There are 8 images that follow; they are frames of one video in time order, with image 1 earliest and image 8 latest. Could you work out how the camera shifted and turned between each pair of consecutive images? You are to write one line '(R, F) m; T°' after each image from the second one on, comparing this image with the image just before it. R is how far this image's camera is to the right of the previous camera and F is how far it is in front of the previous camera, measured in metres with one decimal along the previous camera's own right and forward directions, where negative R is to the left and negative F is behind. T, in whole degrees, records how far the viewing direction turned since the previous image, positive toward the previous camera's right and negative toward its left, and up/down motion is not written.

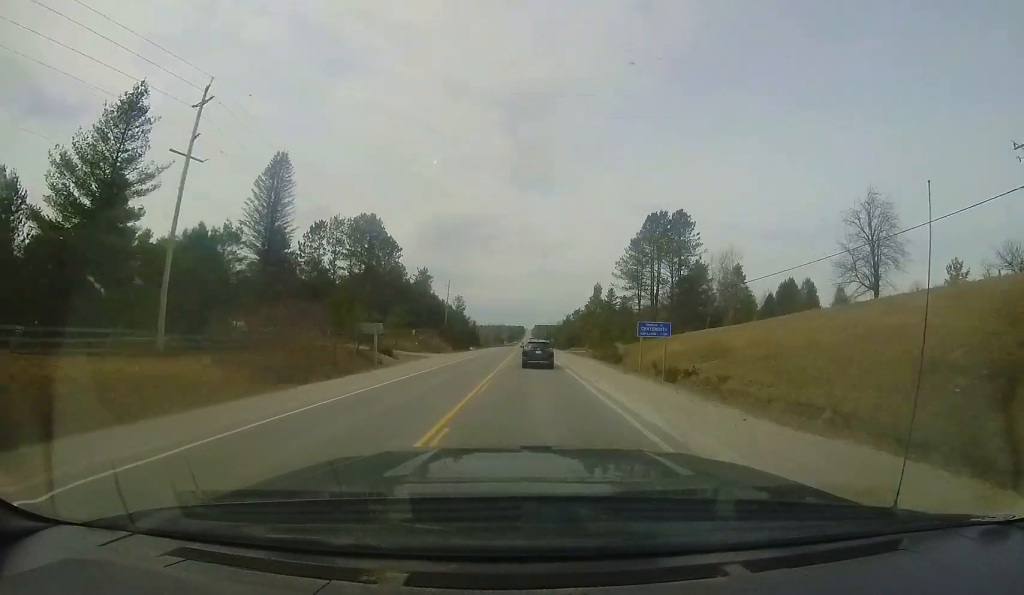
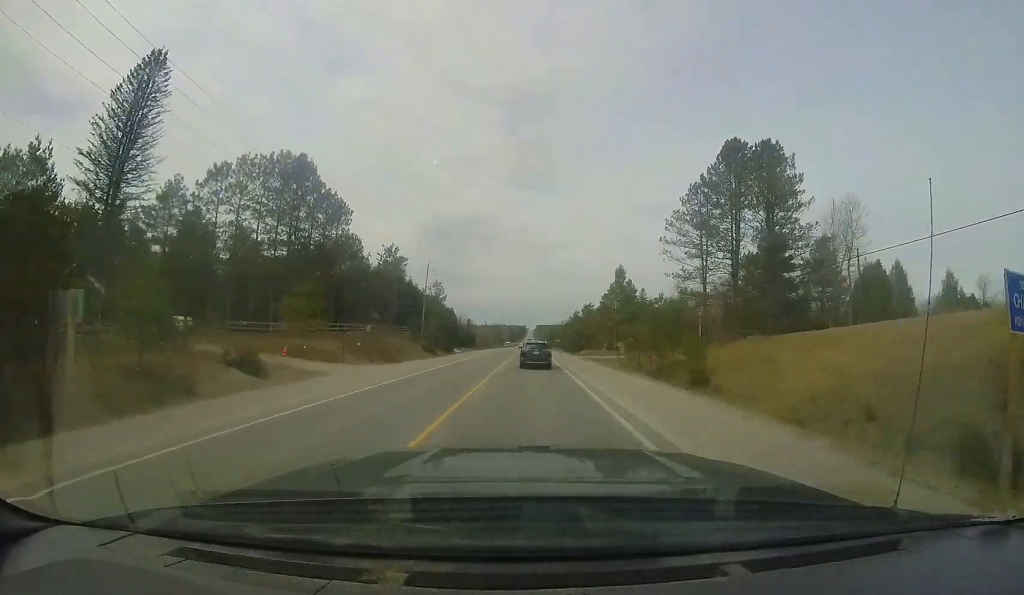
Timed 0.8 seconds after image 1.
(0.0, +19.8) m; 0°
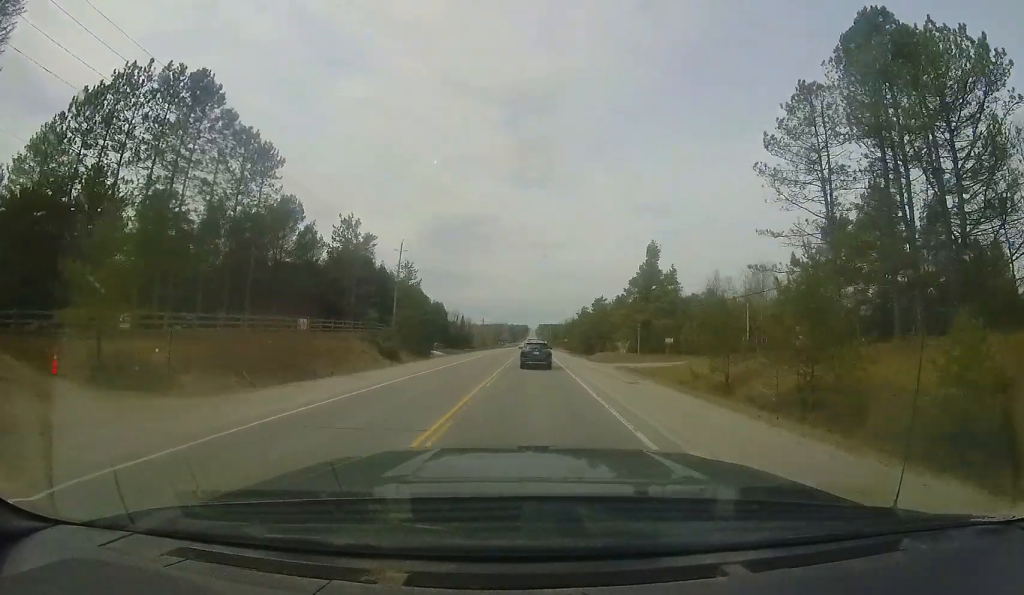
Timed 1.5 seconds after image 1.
(-0.1, +15.1) m; -1°
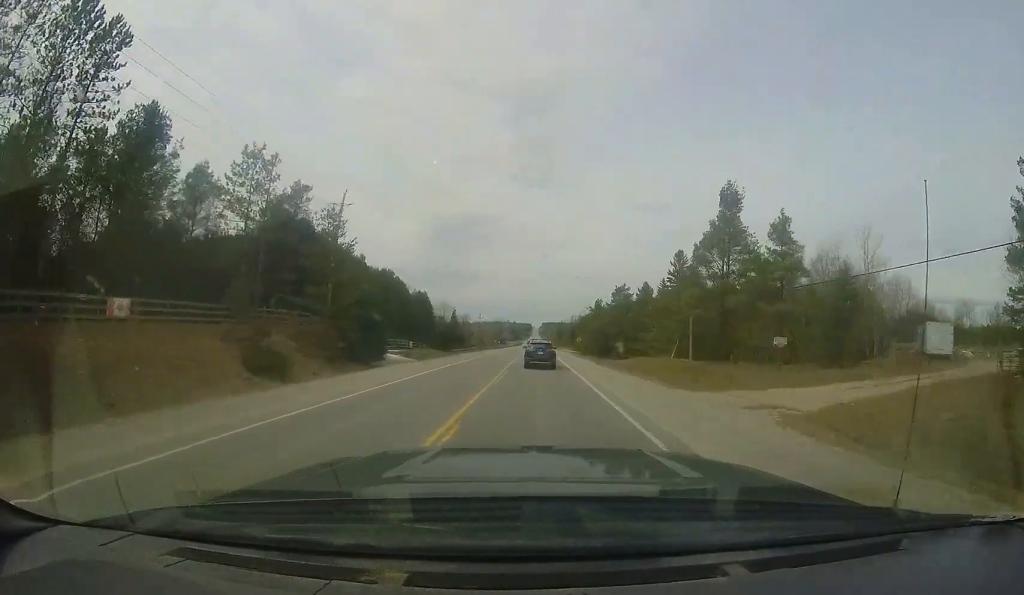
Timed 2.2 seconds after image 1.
(-0.1, +18.3) m; 0°
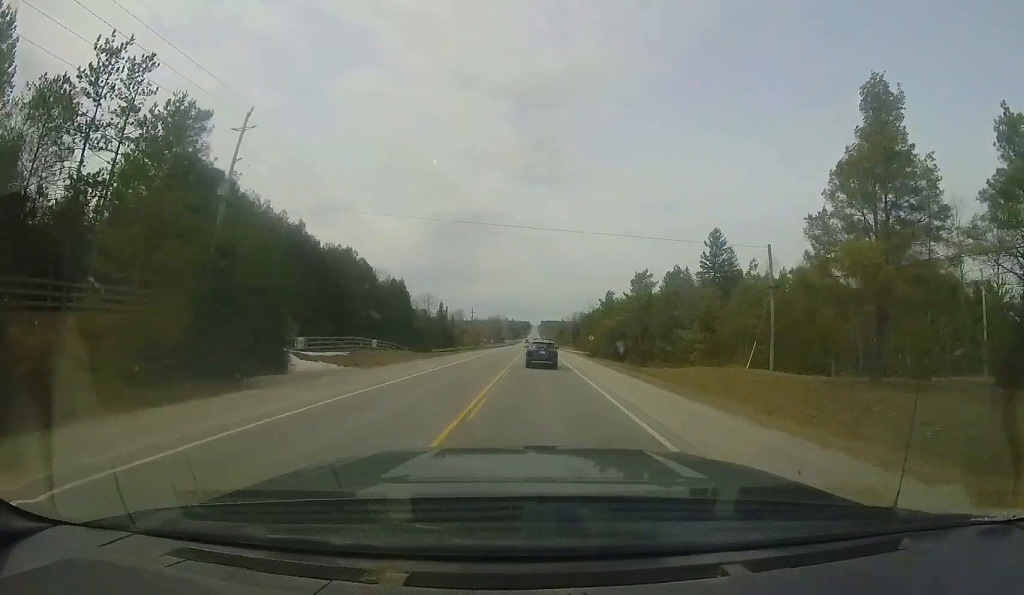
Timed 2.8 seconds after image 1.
(0.0, +14.3) m; 0°
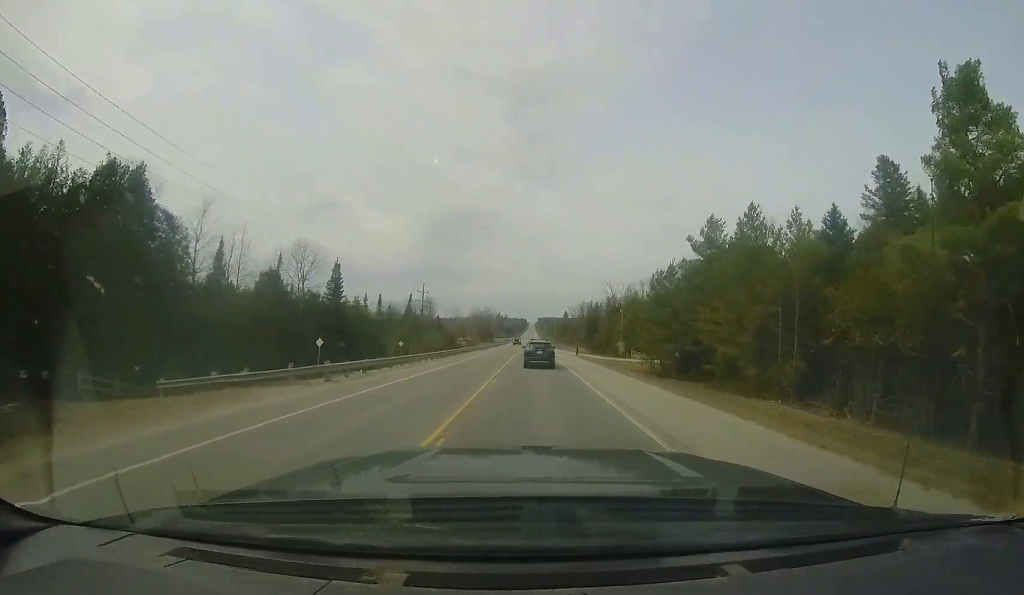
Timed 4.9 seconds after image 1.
(-0.6, +48.2) m; -2°
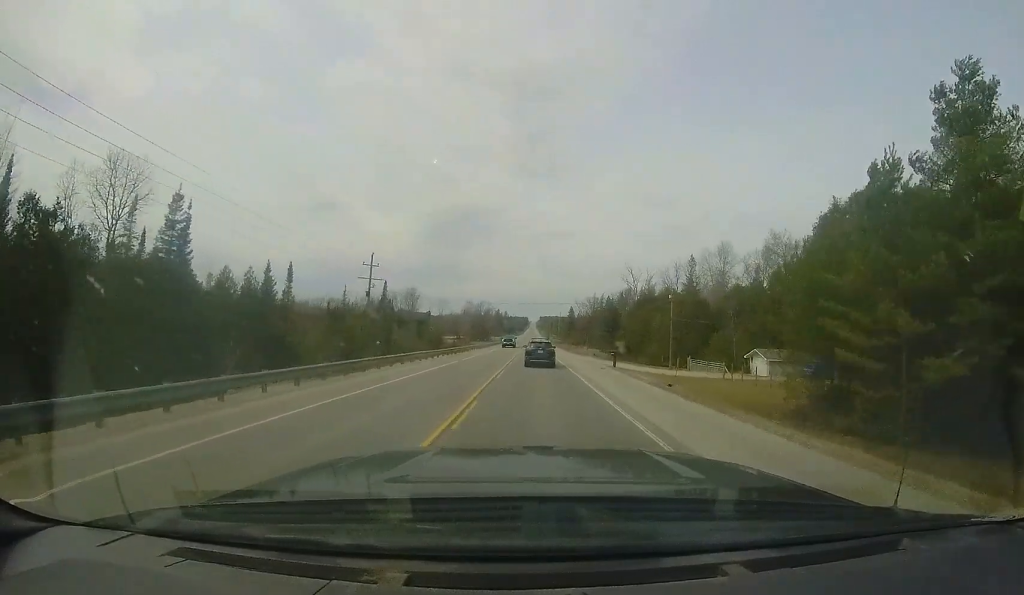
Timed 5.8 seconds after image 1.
(-0.1, +22.8) m; +1°
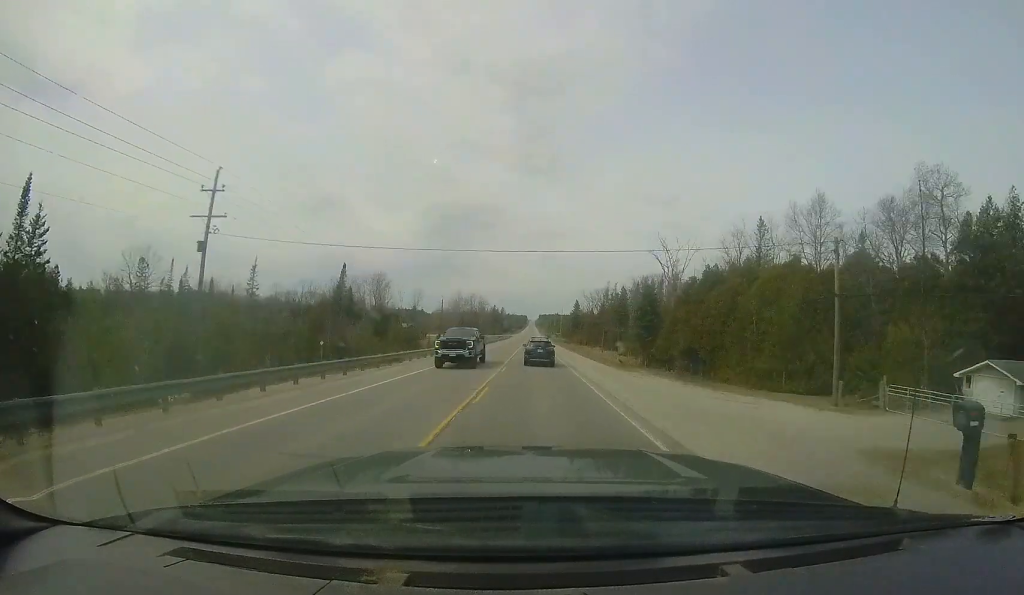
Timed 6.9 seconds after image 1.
(+0.5, +24.4) m; +1°
